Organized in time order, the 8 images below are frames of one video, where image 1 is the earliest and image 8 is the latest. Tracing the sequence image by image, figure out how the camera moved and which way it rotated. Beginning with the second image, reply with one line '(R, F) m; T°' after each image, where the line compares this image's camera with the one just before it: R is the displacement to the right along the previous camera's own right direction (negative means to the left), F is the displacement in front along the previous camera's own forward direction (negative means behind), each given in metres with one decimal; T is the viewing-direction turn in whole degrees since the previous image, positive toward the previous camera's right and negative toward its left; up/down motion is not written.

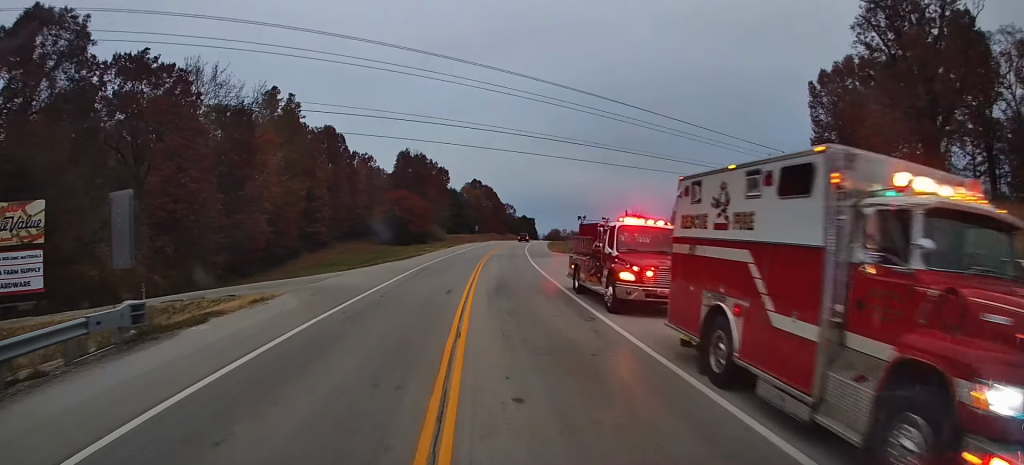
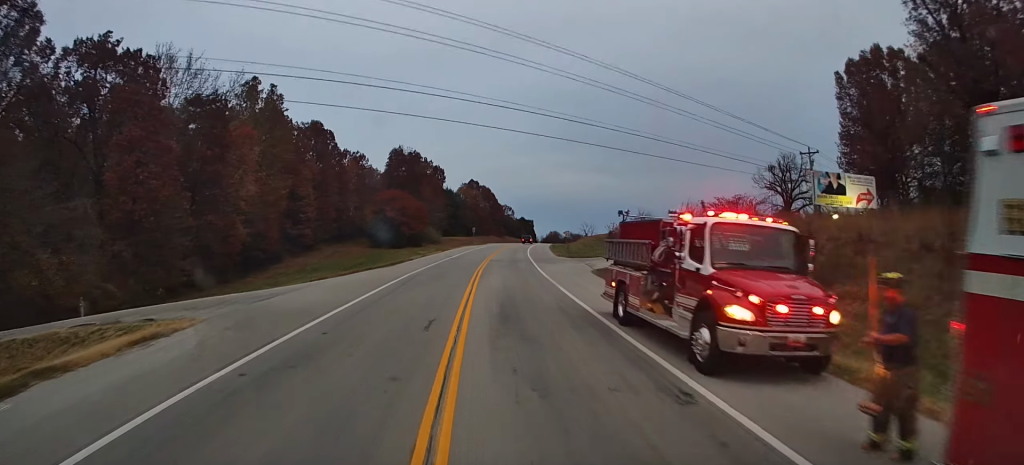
(+0.2, +7.1) m; +2°
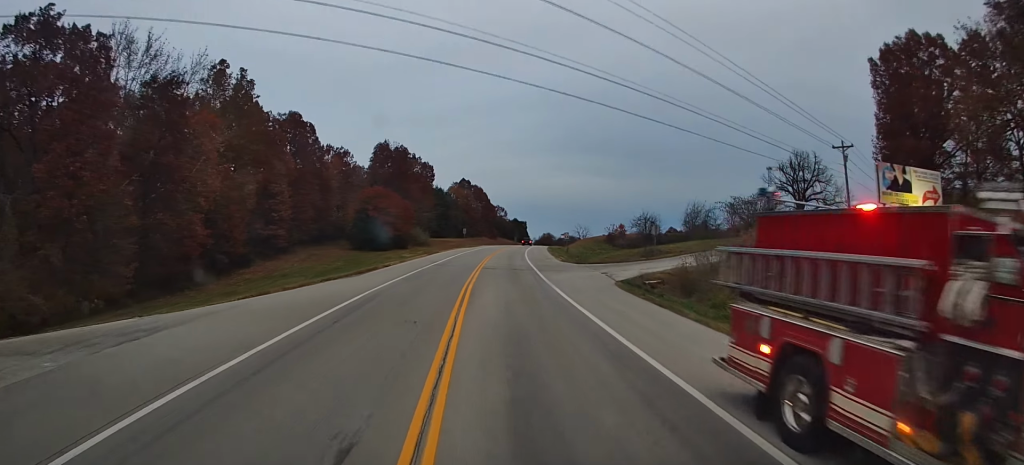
(+0.2, +8.7) m; 0°
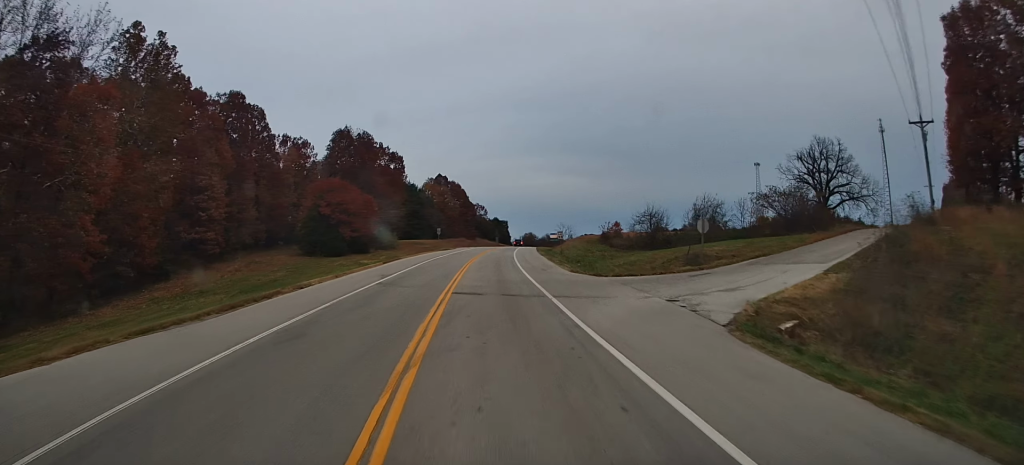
(-0.5, +16.0) m; -1°
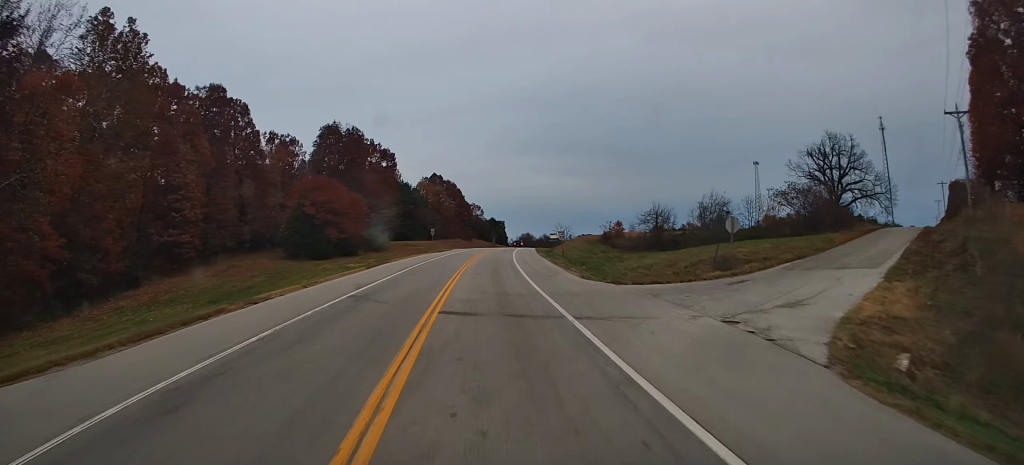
(+0.1, +5.3) m; +1°
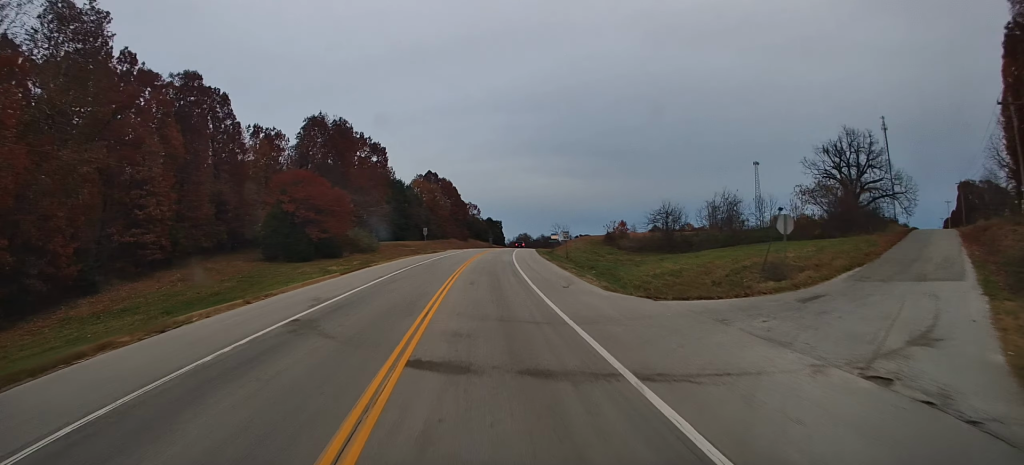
(+0.2, +6.7) m; +2°
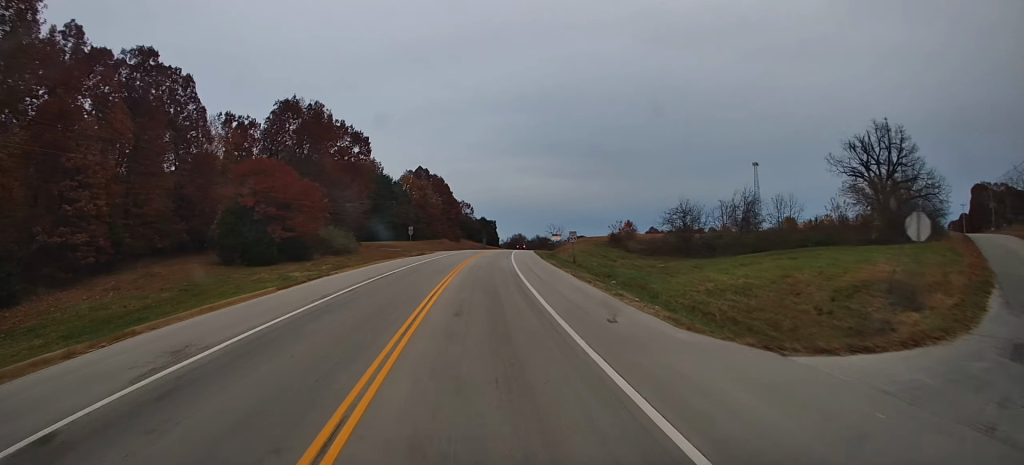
(+0.1, +10.1) m; +3°
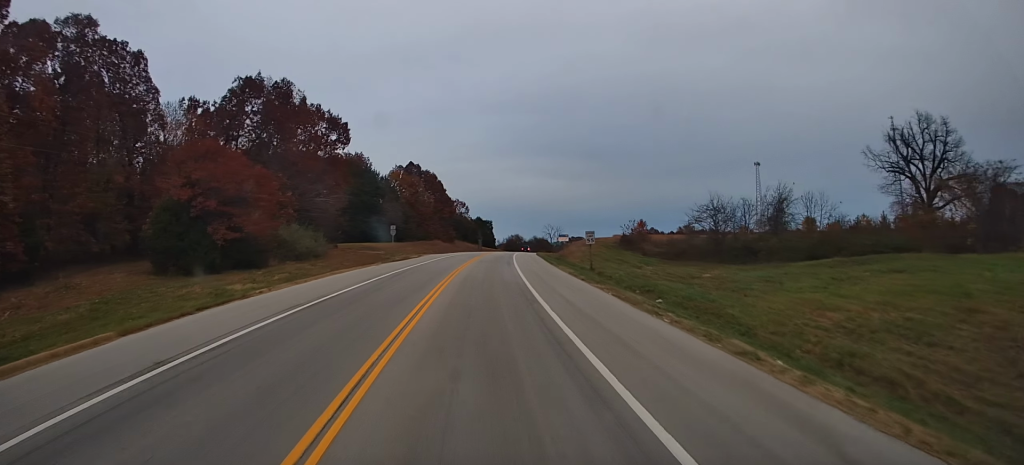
(+0.4, +11.6) m; -1°
